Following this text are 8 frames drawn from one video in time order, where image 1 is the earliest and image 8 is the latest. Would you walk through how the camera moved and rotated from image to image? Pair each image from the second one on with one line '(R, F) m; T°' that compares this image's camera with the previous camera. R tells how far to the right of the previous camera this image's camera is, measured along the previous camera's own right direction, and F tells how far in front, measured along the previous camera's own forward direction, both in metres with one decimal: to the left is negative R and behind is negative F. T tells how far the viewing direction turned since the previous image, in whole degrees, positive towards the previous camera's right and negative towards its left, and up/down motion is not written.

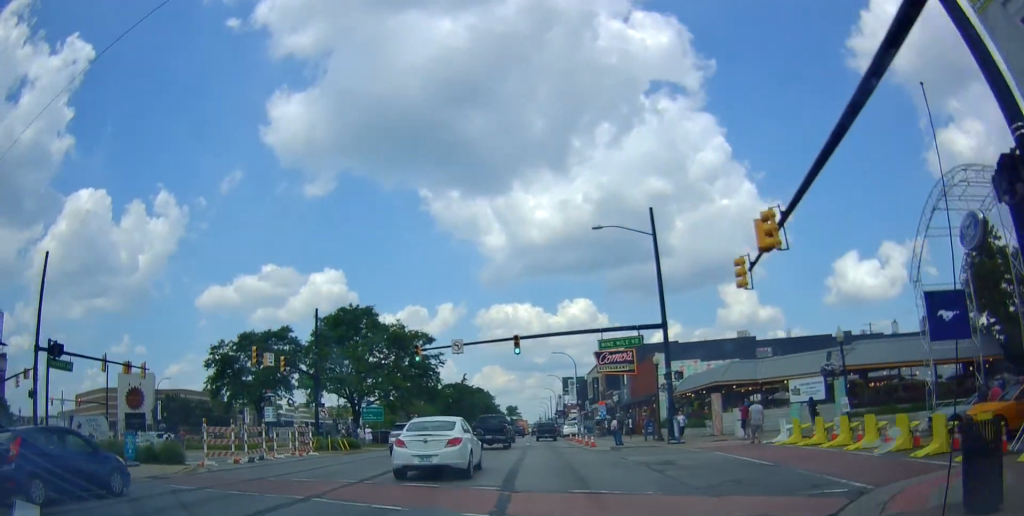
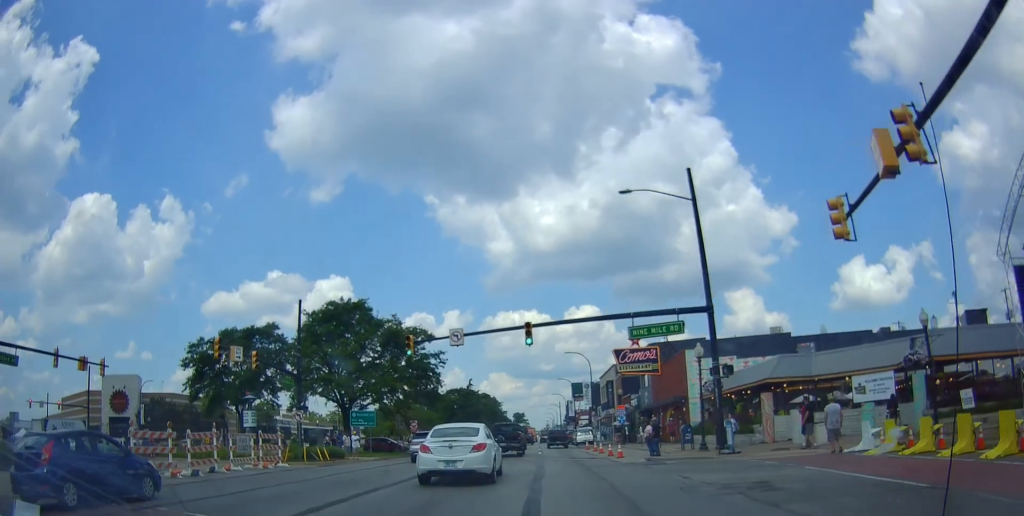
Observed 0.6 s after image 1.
(0.0, +6.4) m; 0°
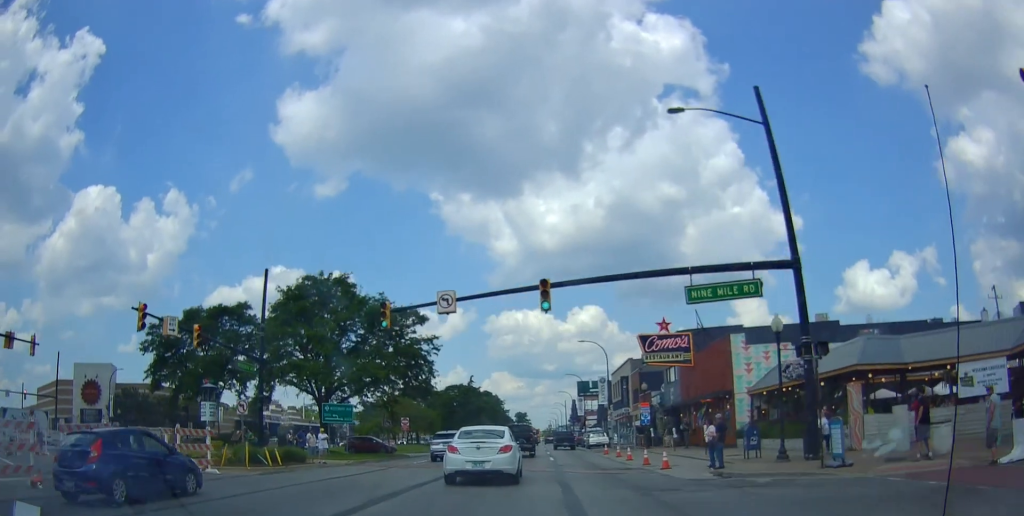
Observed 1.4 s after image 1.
(-0.1, +8.5) m; +1°
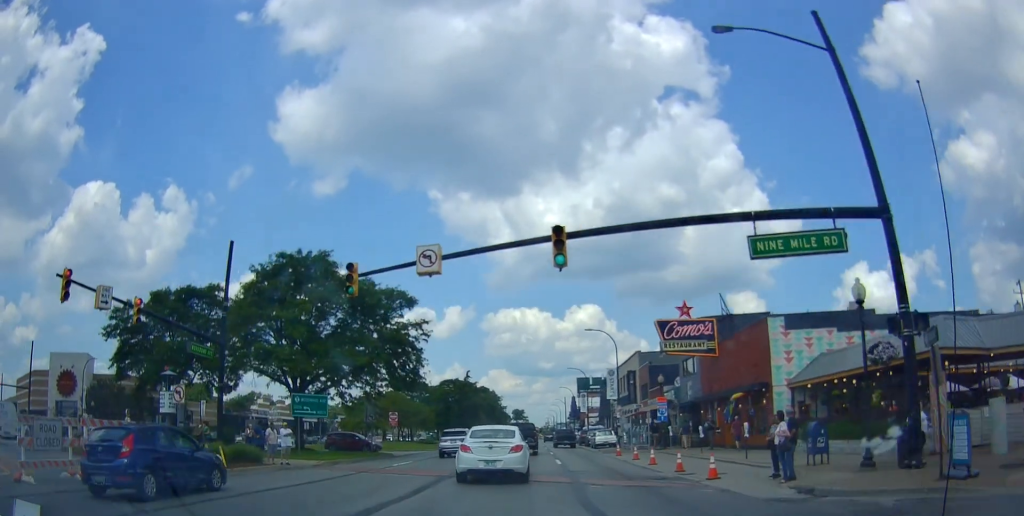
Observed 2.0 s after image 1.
(+0.1, +5.8) m; +1°
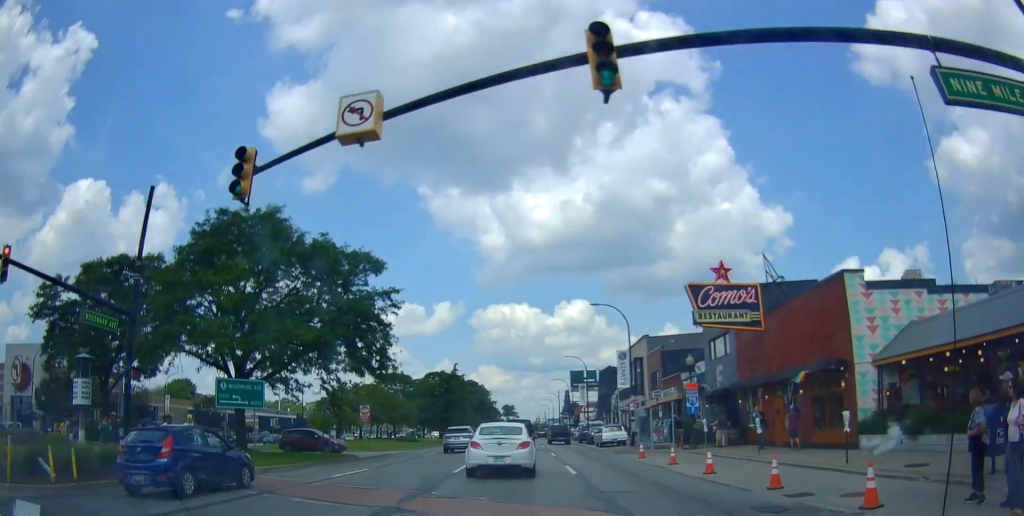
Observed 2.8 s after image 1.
(+0.2, +8.7) m; +1°
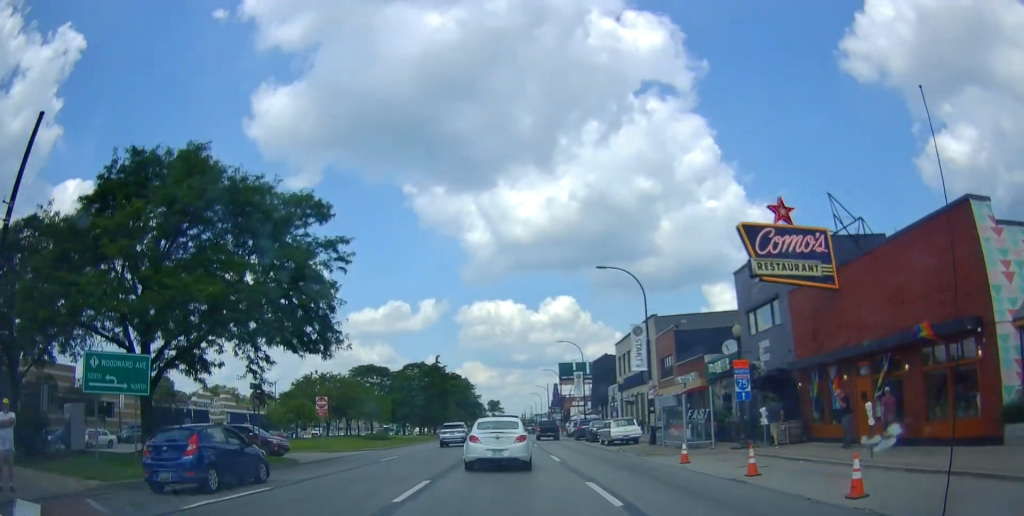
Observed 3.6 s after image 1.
(+0.1, +8.7) m; -1°
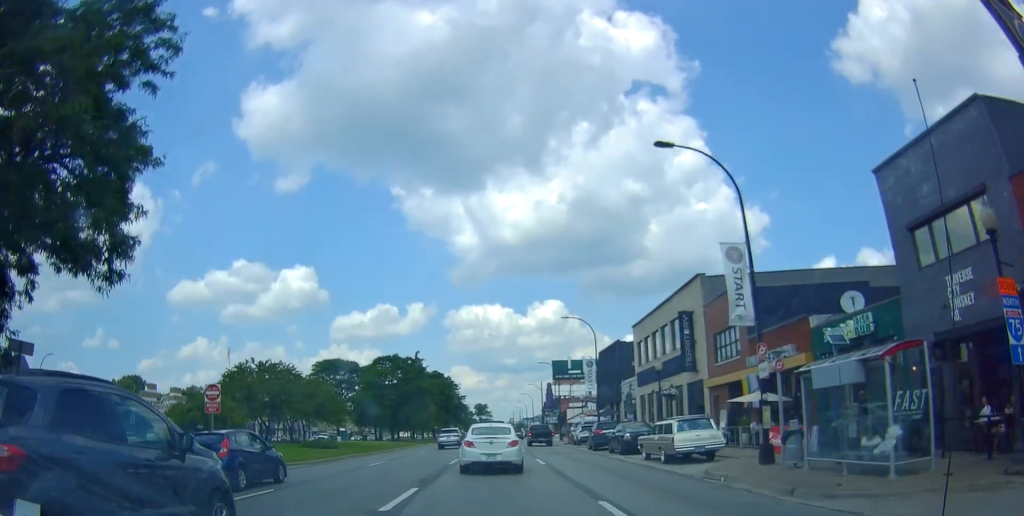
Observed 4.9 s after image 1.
(-0.3, +15.3) m; -1°
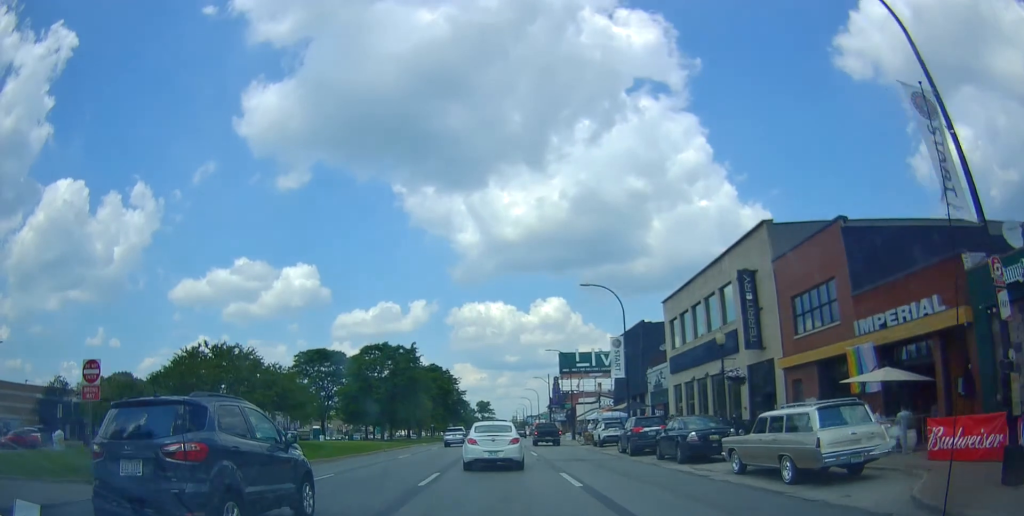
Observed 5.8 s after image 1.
(+0.1, +9.5) m; 0°
